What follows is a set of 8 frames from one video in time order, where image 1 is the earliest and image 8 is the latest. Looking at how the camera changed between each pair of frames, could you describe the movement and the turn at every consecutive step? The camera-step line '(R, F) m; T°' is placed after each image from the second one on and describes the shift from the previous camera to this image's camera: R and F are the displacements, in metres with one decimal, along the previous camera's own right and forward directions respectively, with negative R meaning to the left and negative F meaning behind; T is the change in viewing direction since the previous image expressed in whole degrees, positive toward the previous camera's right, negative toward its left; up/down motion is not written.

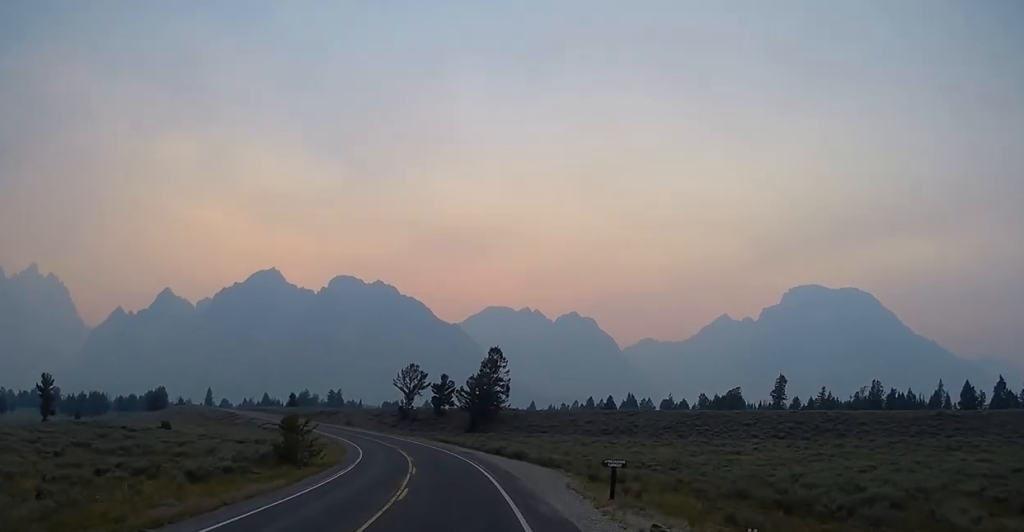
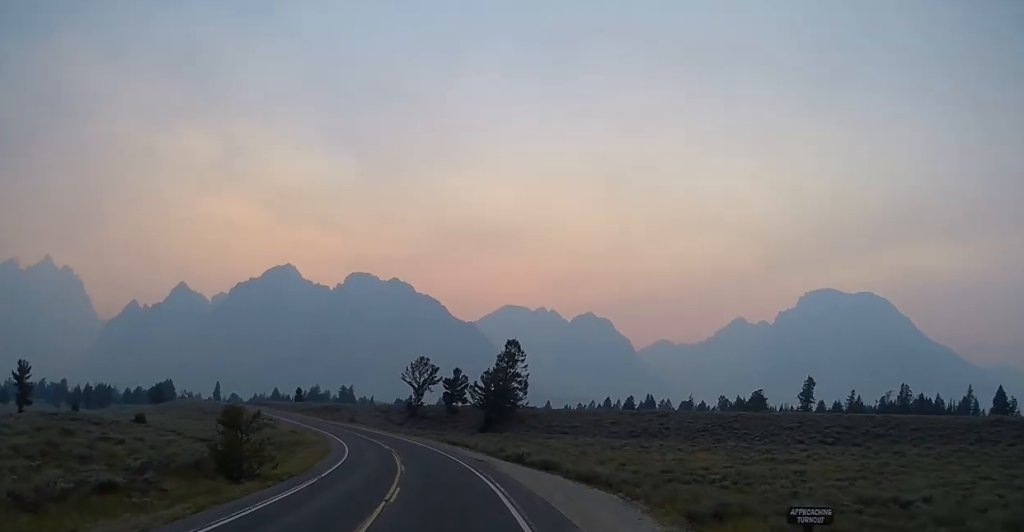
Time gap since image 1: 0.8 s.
(-0.2, +11.8) m; -3°
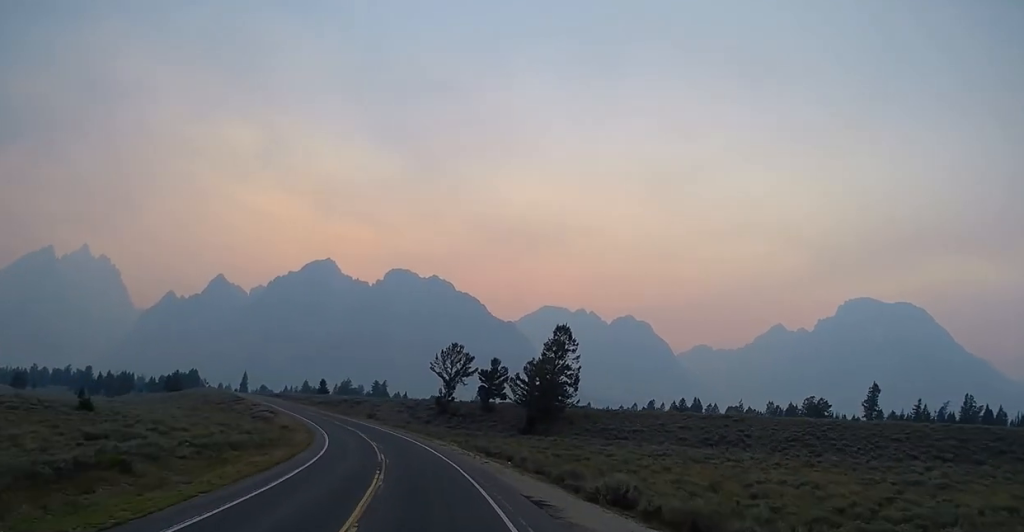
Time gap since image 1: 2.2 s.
(-0.7, +22.1) m; -3°
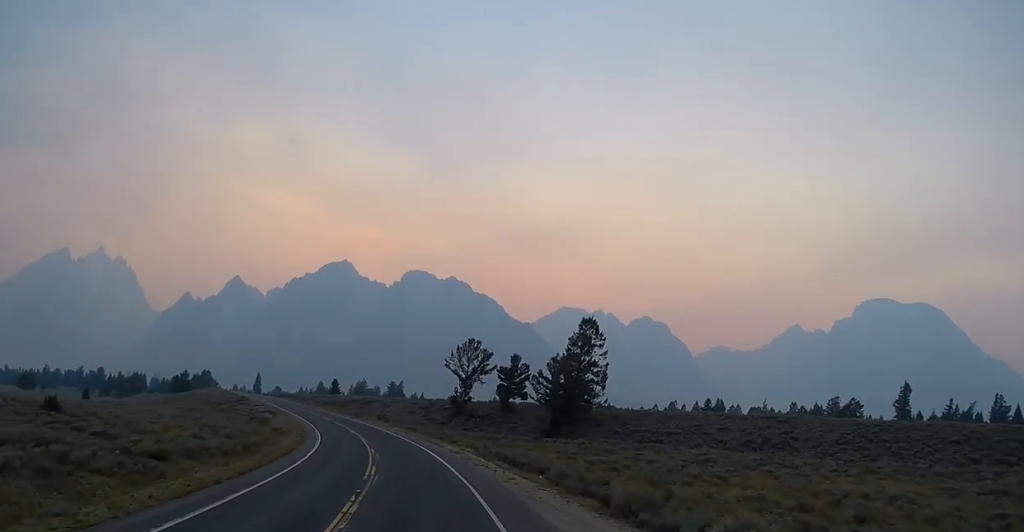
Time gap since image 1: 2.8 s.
(-0.1, +9.0) m; -1°
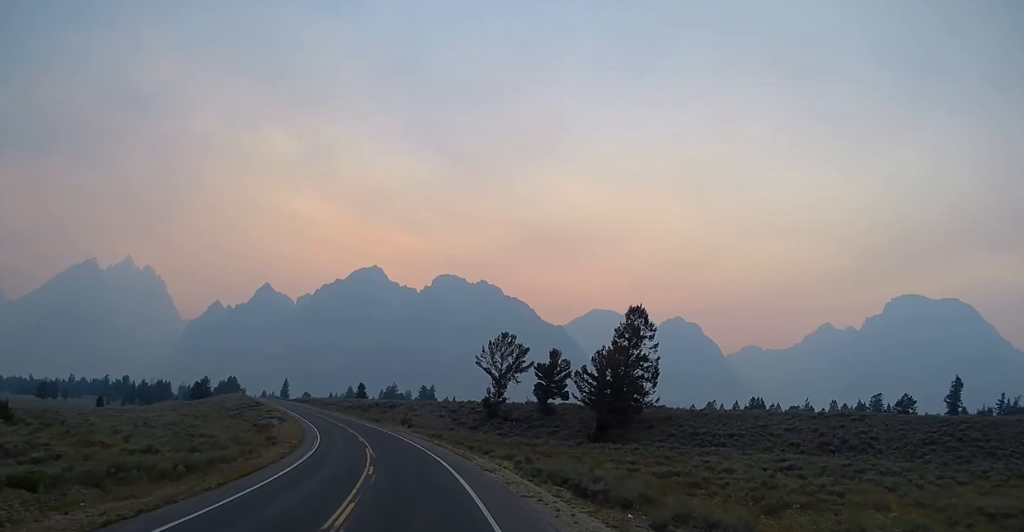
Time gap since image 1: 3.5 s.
(0.0, +11.6) m; -2°
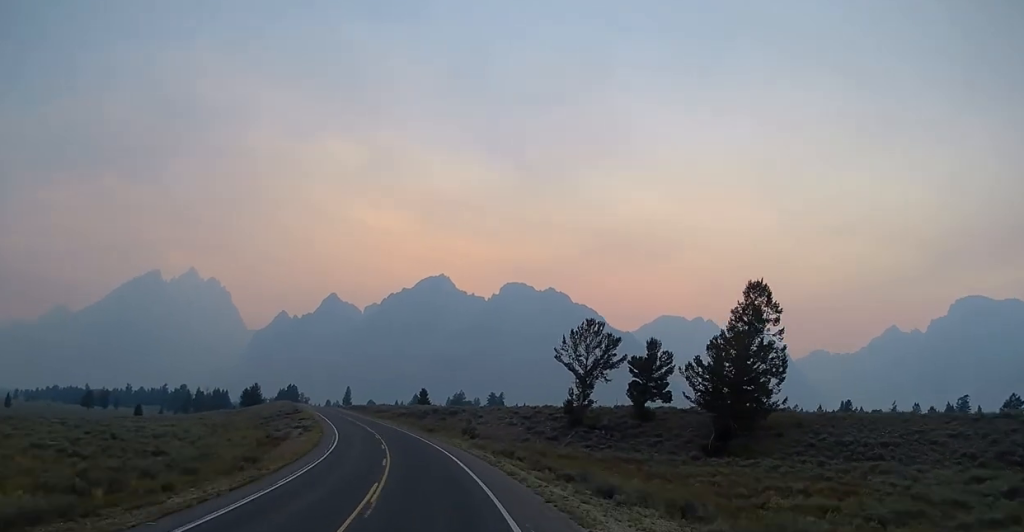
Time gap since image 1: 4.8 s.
(-0.8, +19.2) m; -6°
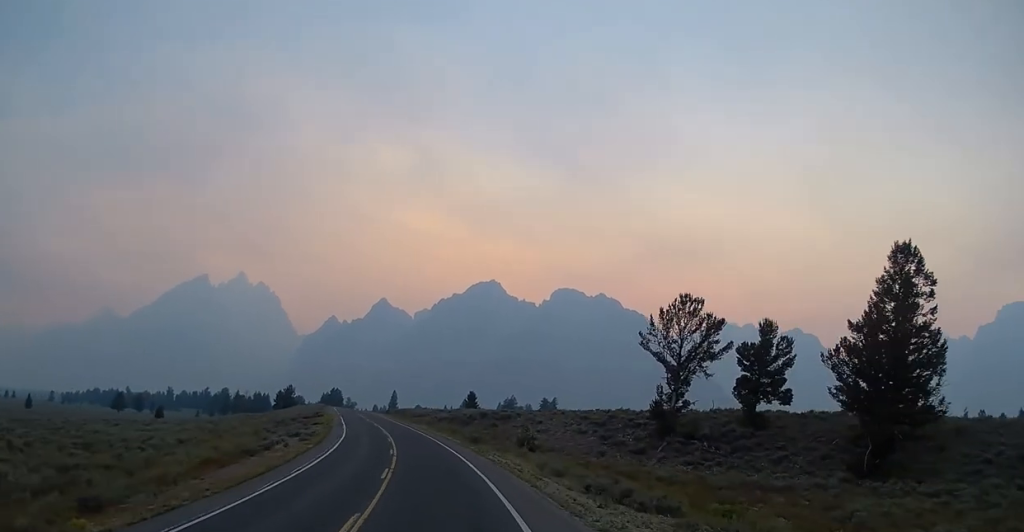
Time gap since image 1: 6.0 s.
(-1.1, +19.4) m; -5°
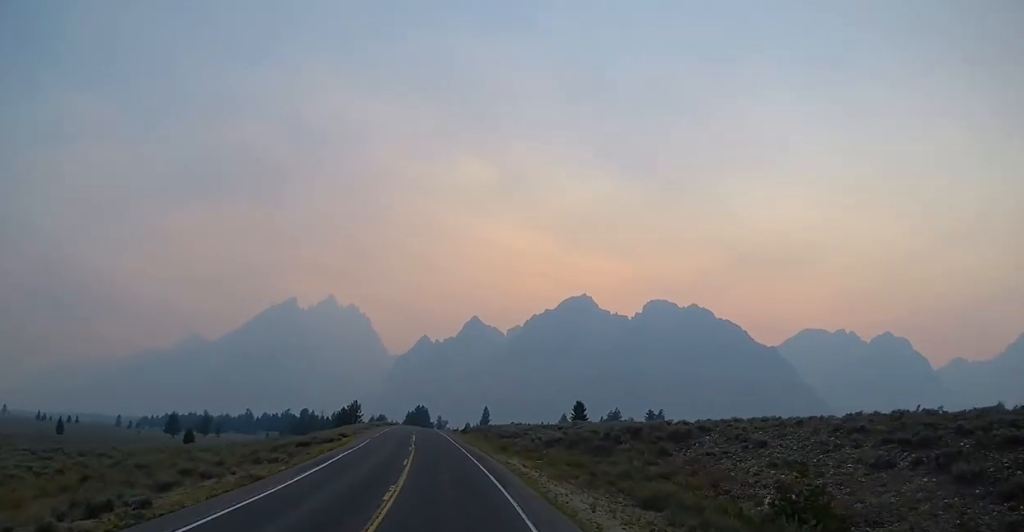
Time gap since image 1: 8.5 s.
(-2.5, +42.1) m; -8°
